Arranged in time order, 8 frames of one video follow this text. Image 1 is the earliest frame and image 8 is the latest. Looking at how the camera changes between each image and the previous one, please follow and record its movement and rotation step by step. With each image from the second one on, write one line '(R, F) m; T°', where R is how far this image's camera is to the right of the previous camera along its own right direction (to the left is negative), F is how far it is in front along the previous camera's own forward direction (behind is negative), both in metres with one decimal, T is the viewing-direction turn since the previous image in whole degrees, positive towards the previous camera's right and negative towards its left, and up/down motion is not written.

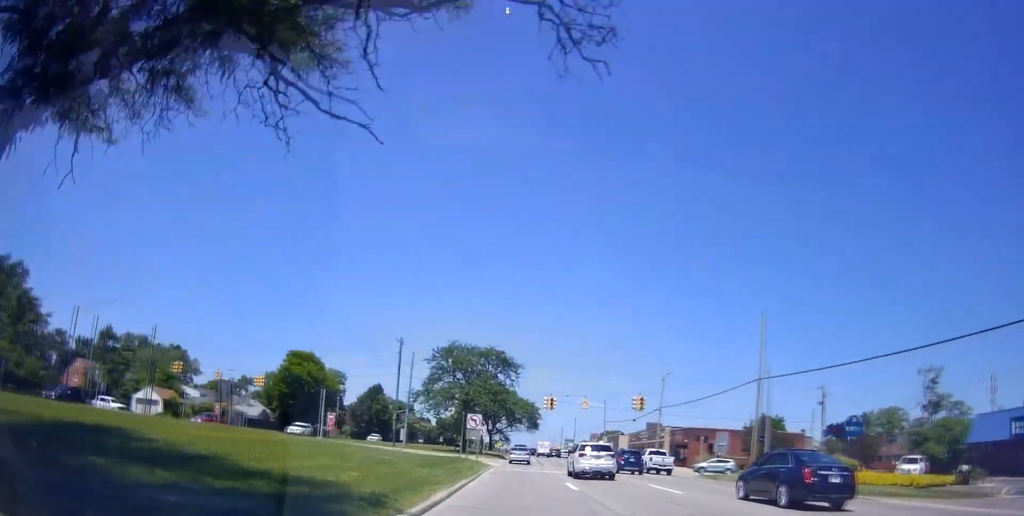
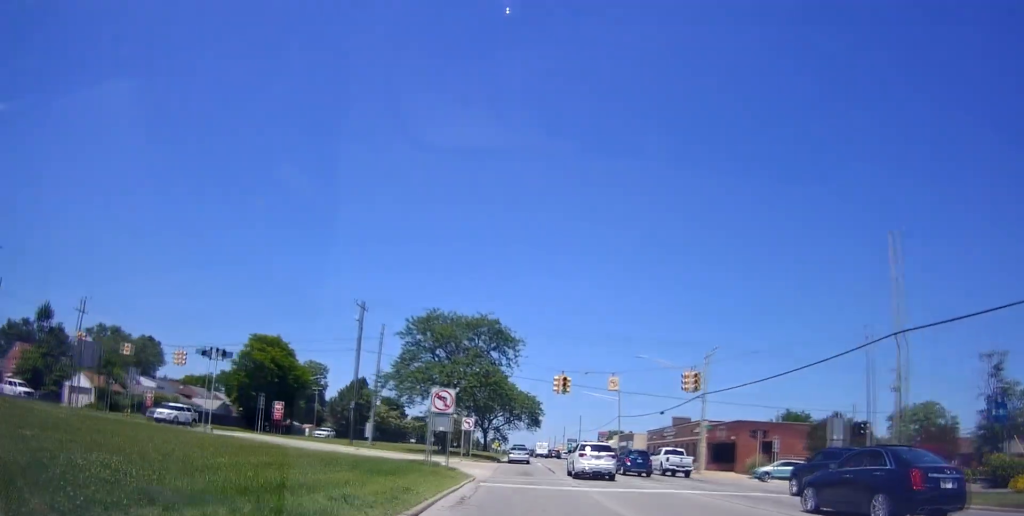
(-0.3, +16.1) m; -1°
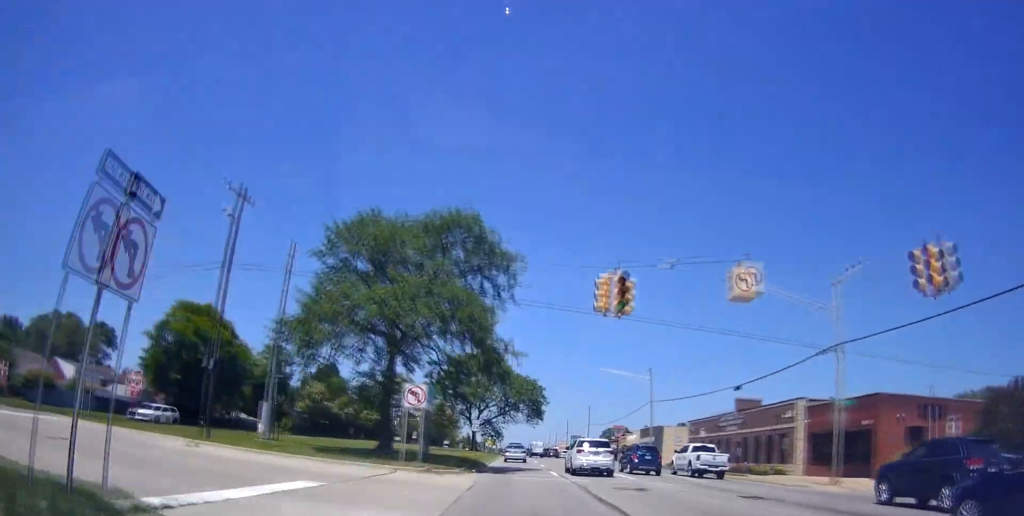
(+0.2, +22.9) m; +2°
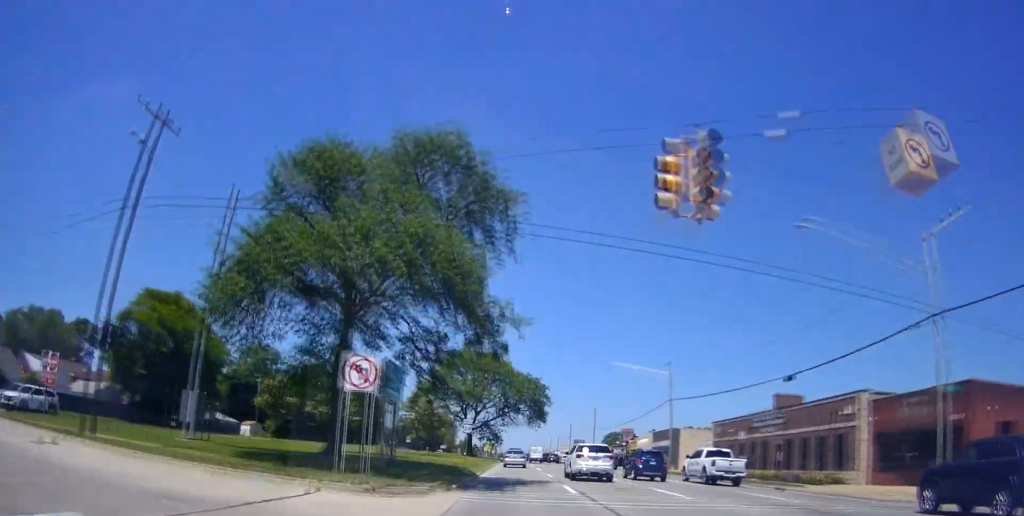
(+0.1, +8.2) m; +1°
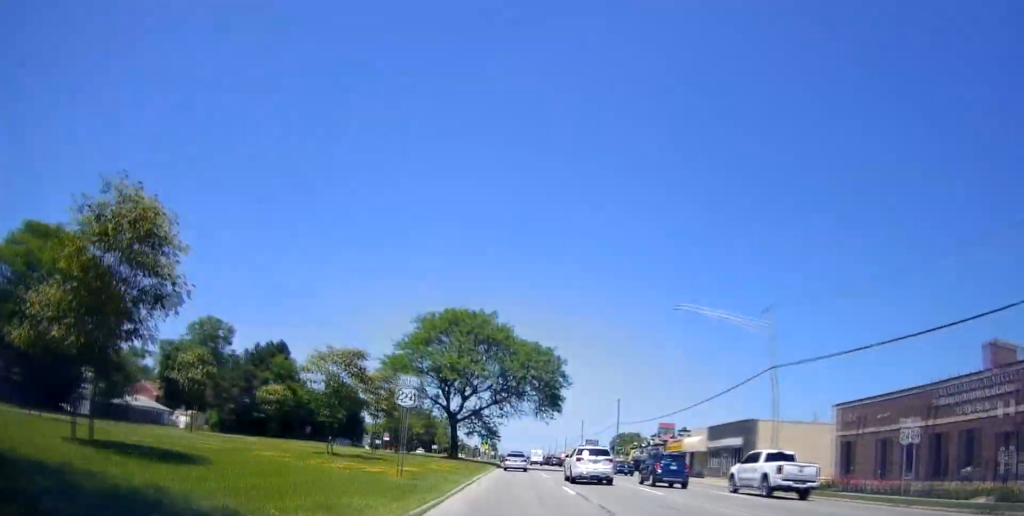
(-0.1, +23.3) m; -1°
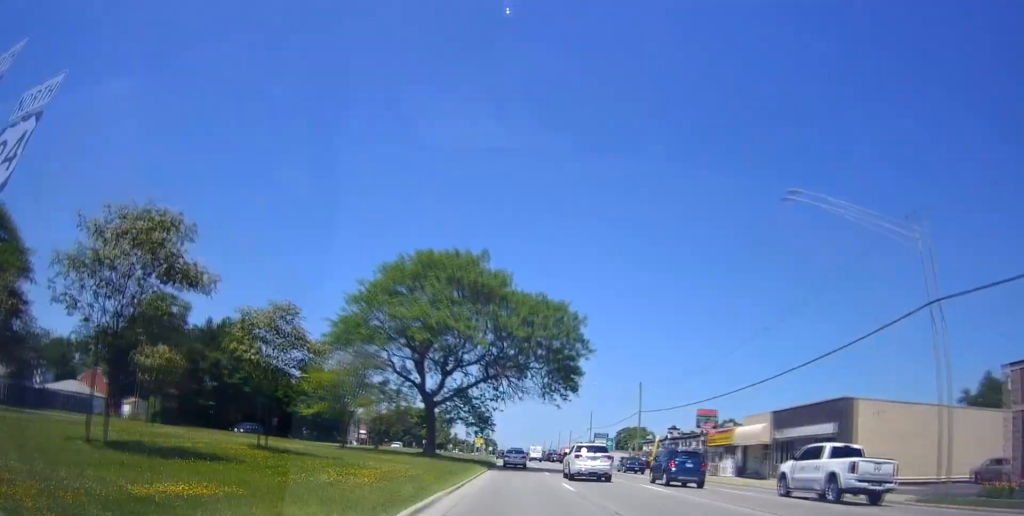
(-0.3, +15.8) m; 0°
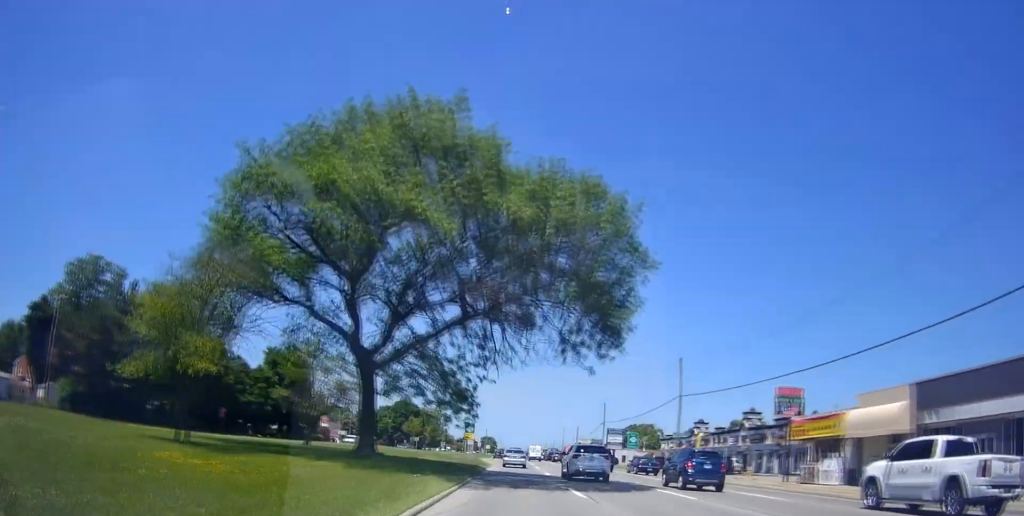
(+0.4, +18.3) m; -1°
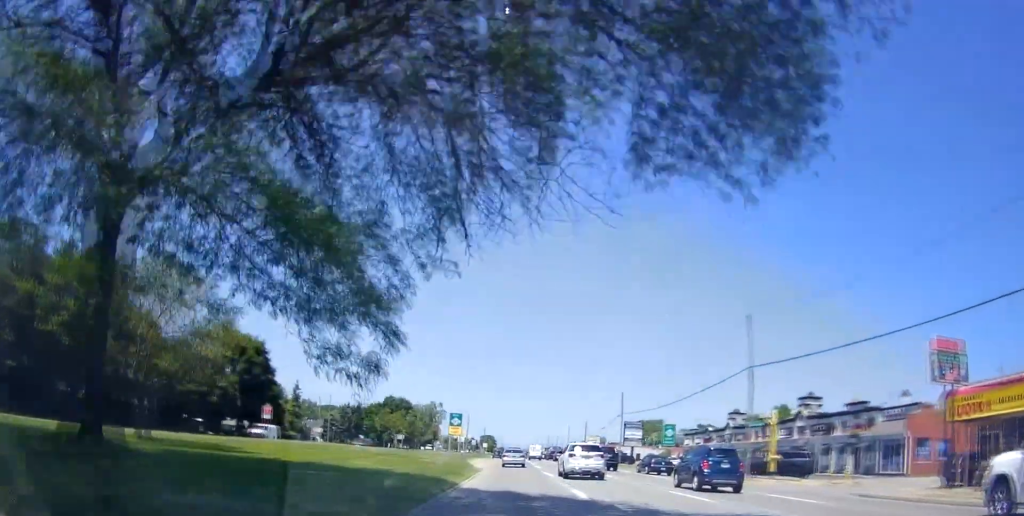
(-0.8, +17.7) m; 0°
